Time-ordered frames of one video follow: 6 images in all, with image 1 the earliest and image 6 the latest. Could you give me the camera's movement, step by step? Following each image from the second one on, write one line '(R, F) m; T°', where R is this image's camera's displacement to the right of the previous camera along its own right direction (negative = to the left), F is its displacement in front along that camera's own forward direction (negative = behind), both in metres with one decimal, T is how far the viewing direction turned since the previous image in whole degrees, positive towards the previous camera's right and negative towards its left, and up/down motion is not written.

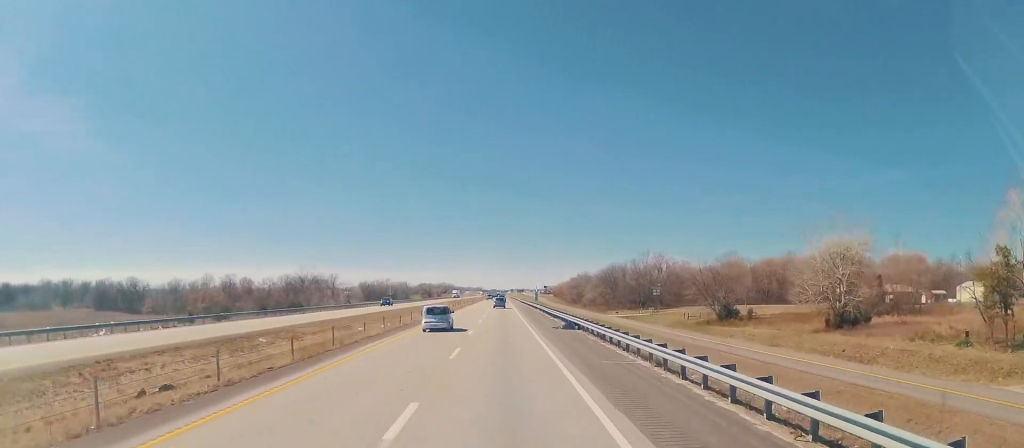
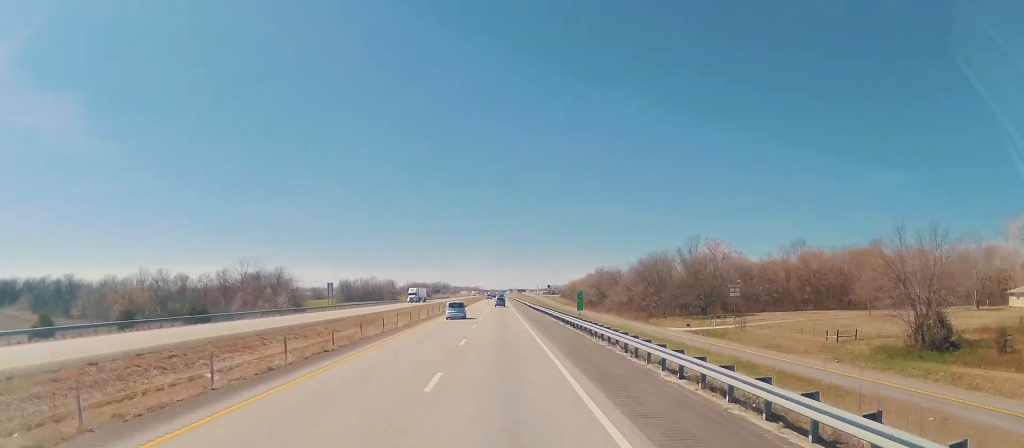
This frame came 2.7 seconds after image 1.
(-0.9, +55.9) m; -3°
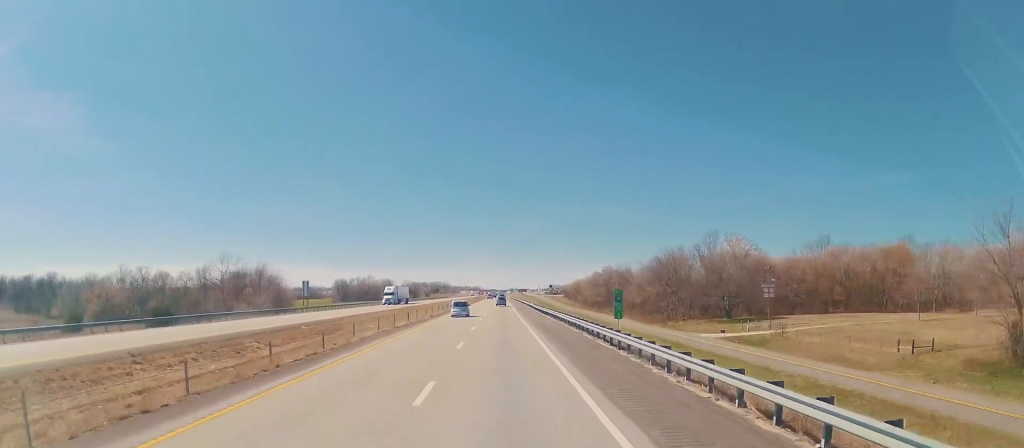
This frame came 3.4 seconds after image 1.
(-0.3, +14.3) m; -1°
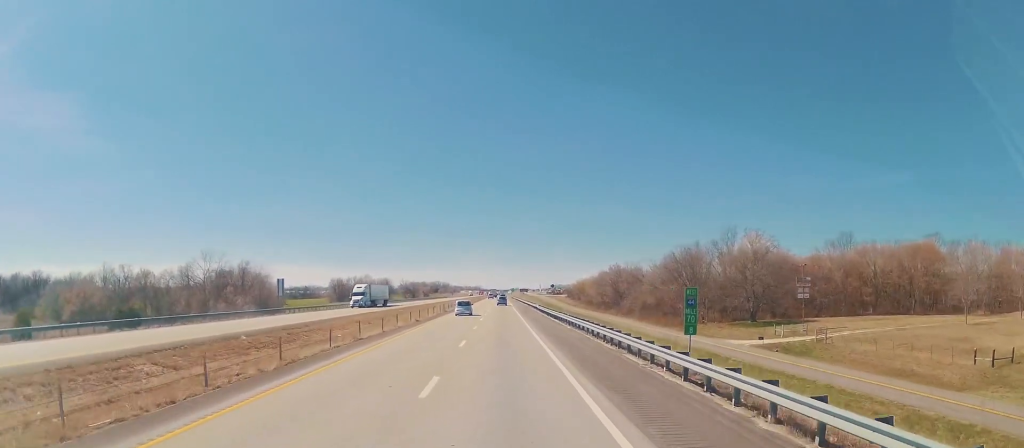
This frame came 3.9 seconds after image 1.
(0.0, +11.1) m; 0°
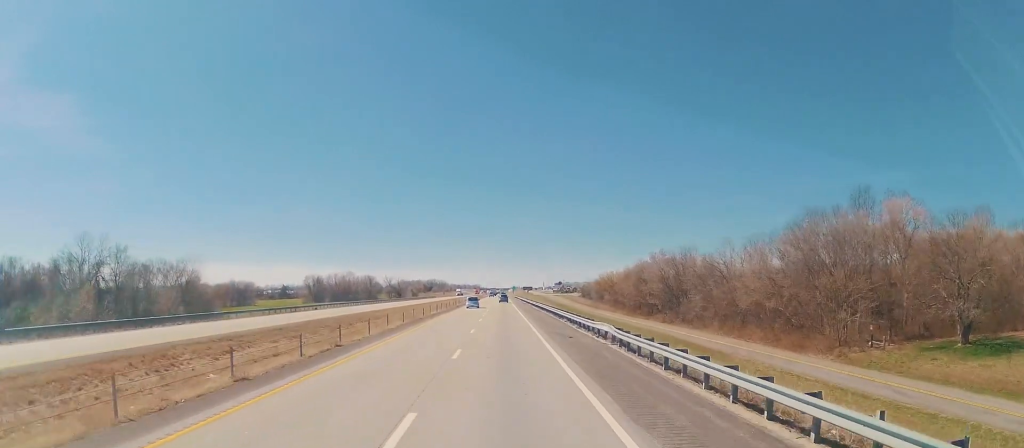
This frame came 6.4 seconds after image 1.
(+0.3, +53.9) m; +1°
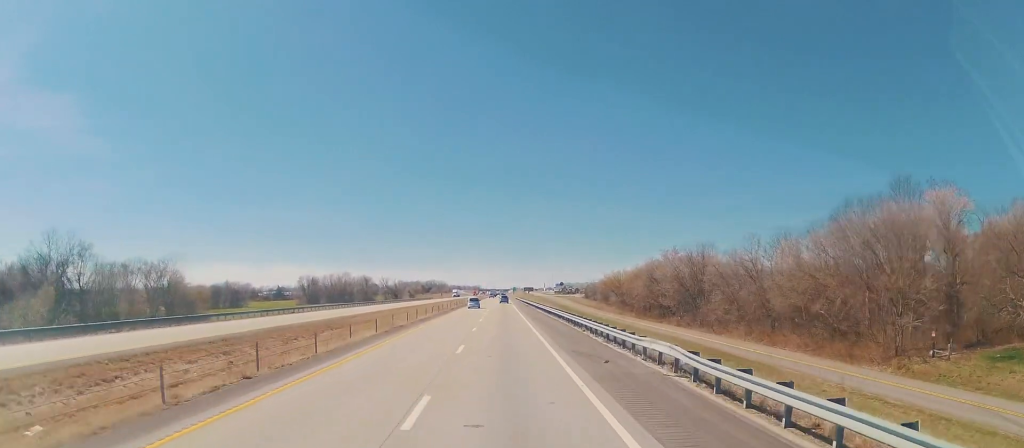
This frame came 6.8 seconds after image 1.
(0.0, +9.8) m; 0°
